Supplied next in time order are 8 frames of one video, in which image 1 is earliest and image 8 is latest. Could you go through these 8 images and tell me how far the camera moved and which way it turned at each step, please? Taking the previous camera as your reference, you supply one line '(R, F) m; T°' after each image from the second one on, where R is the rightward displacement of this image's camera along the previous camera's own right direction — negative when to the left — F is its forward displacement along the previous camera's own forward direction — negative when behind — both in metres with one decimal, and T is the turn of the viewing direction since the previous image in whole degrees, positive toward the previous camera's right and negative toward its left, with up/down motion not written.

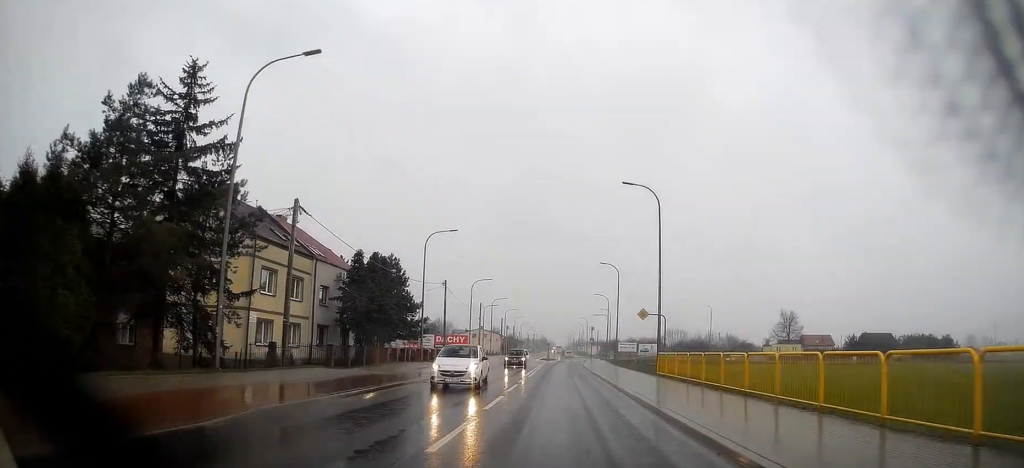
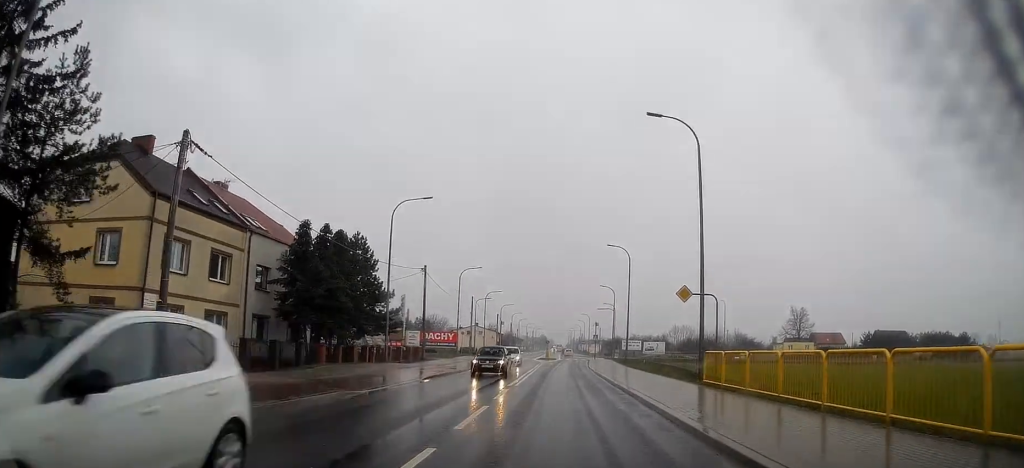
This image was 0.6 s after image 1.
(0.0, +10.1) m; 0°
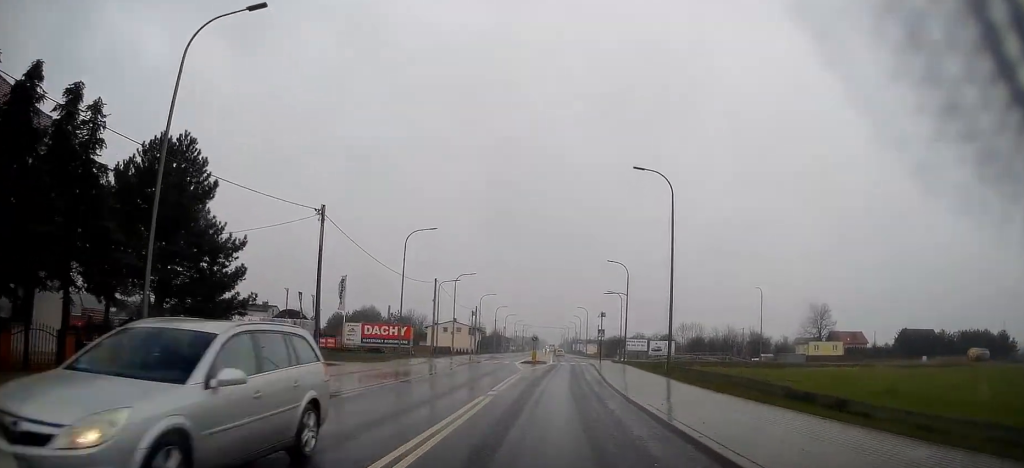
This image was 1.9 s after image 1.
(+0.1, +23.3) m; +1°
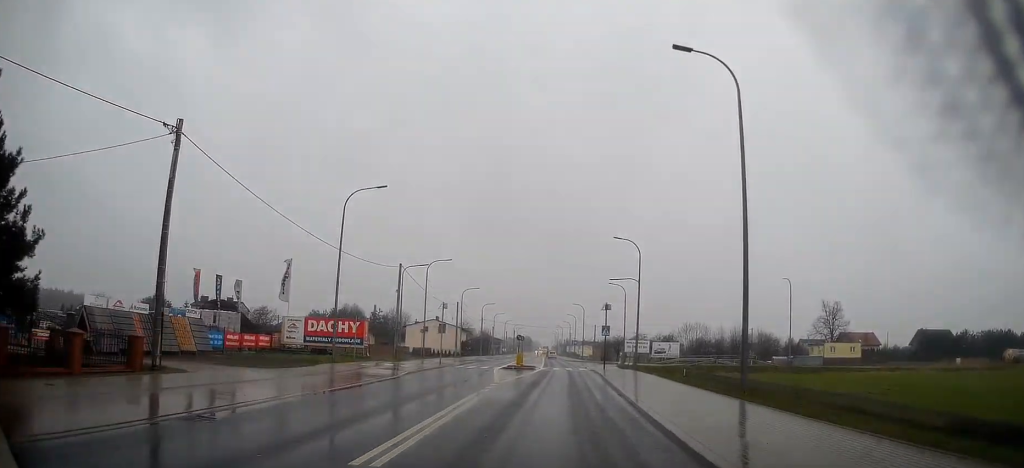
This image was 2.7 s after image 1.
(+0.1, +12.9) m; 0°
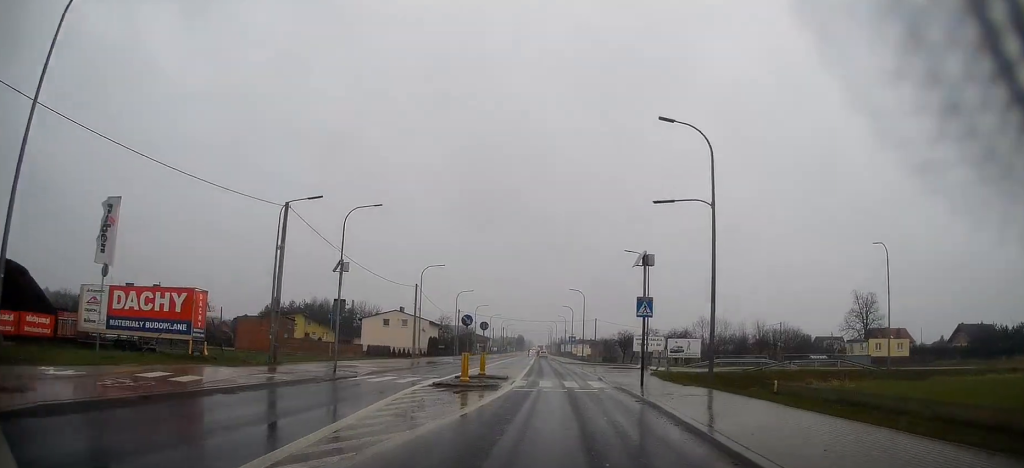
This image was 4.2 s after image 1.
(+0.1, +21.1) m; +1°
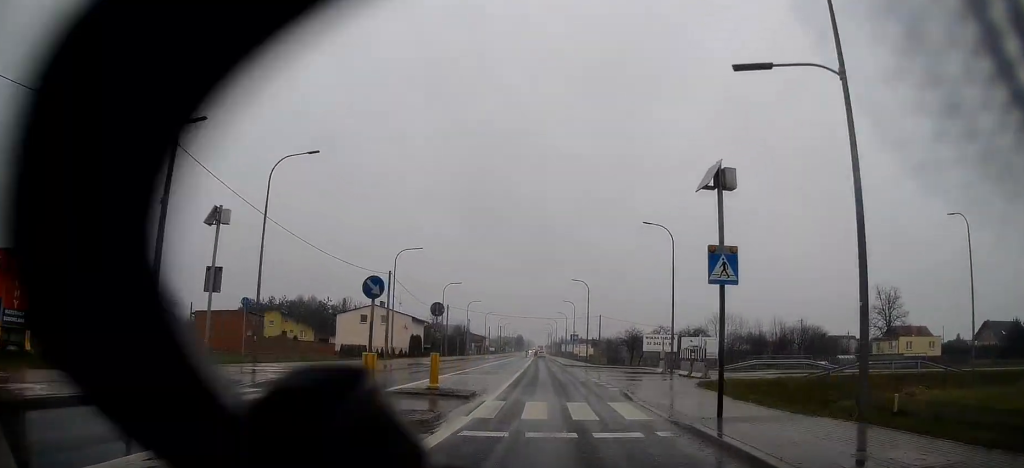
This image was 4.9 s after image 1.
(0.0, +8.7) m; 0°
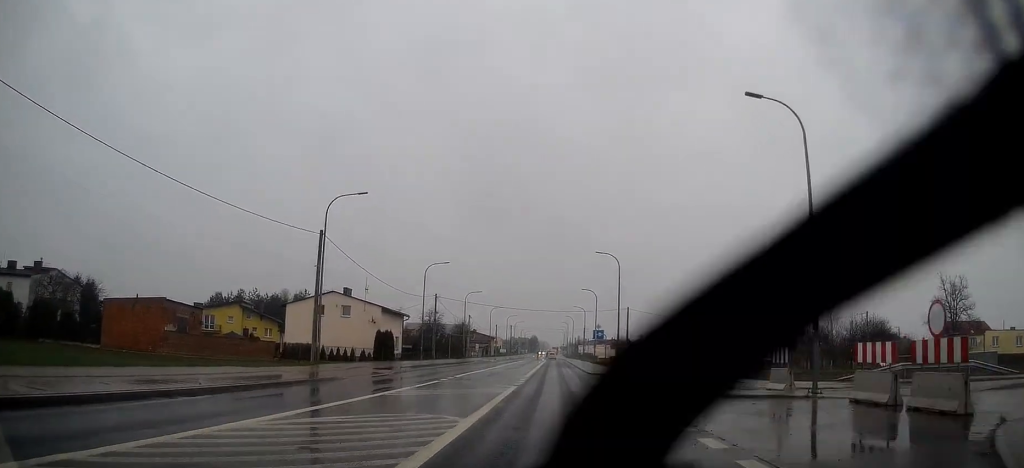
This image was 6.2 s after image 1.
(-0.1, +15.2) m; 0°
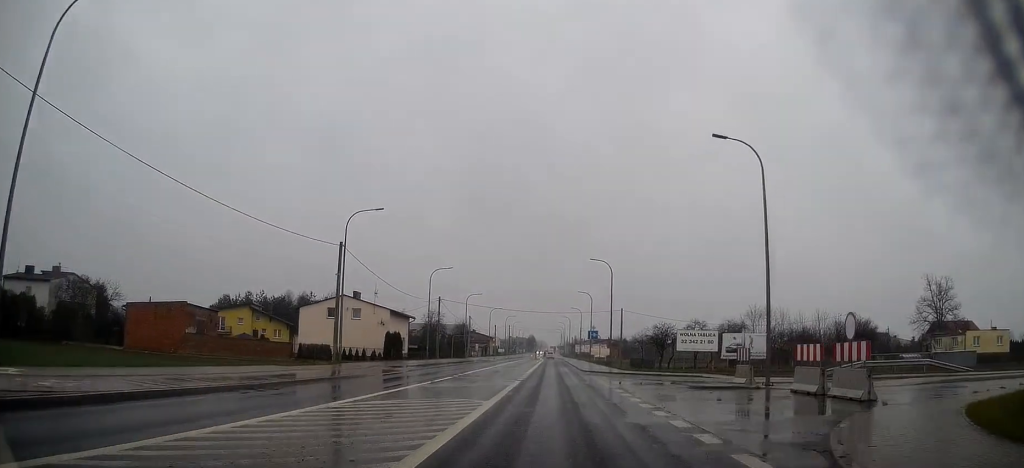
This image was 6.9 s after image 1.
(+0.1, +9.4) m; 0°
